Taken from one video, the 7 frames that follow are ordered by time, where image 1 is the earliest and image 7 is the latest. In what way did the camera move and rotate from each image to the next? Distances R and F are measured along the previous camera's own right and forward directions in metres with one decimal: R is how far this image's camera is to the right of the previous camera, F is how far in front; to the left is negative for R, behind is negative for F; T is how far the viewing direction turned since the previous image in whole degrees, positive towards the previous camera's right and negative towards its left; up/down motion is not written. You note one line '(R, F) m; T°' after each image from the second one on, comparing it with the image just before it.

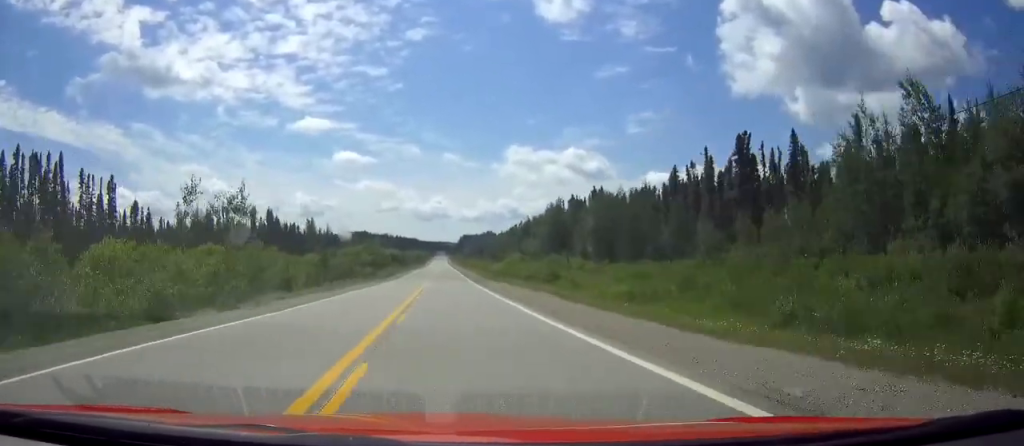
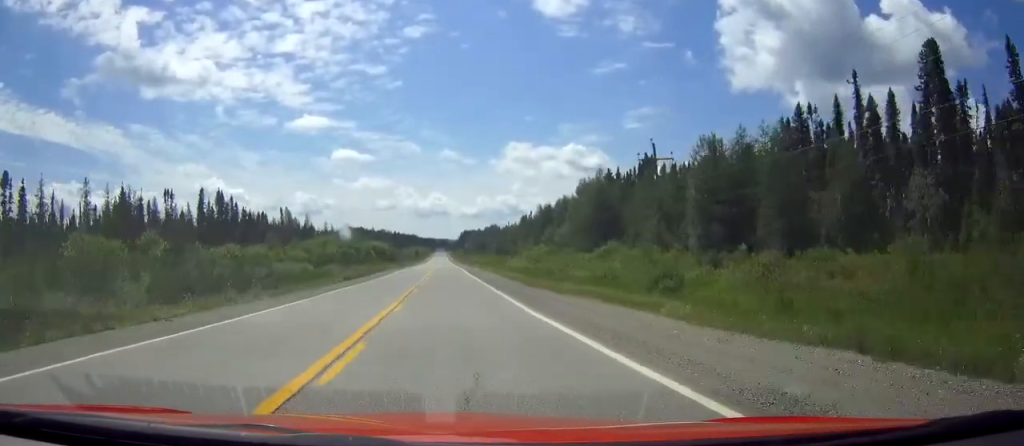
(+0.2, +33.9) m; +1°
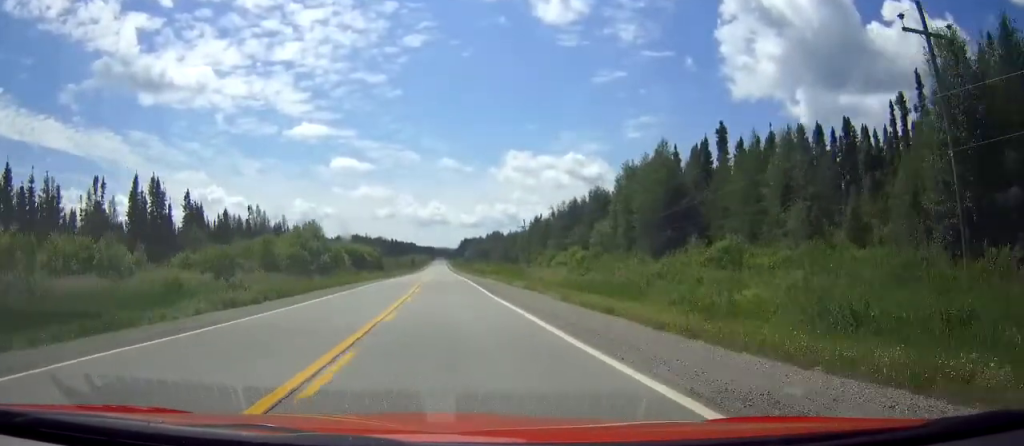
(+0.1, +27.6) m; 0°
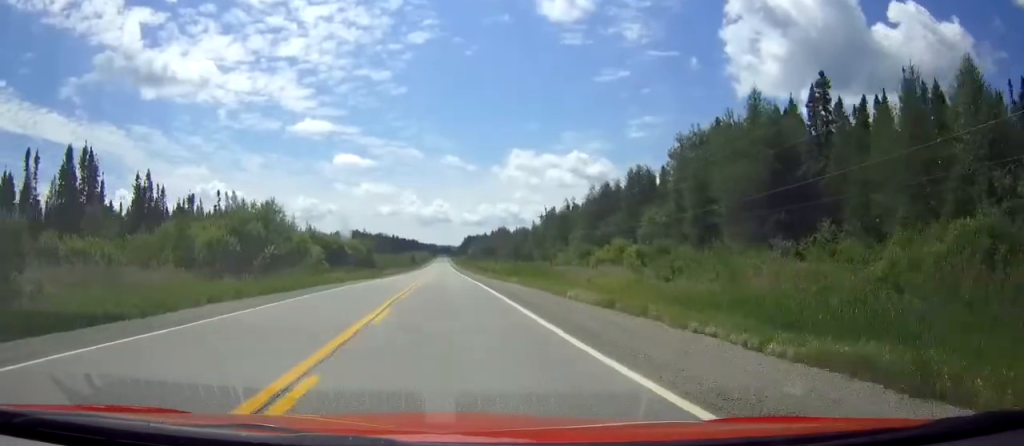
(0.0, +20.2) m; 0°
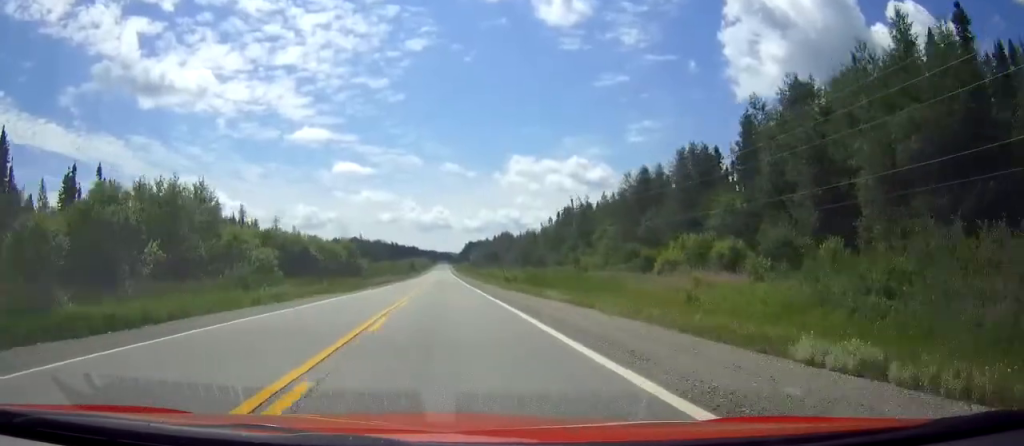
(-0.1, +18.1) m; 0°
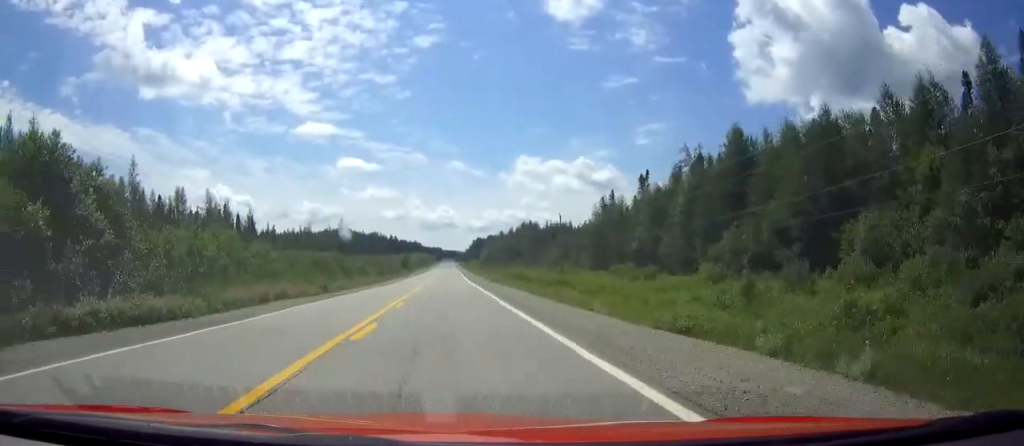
(-0.3, +73.4) m; 0°
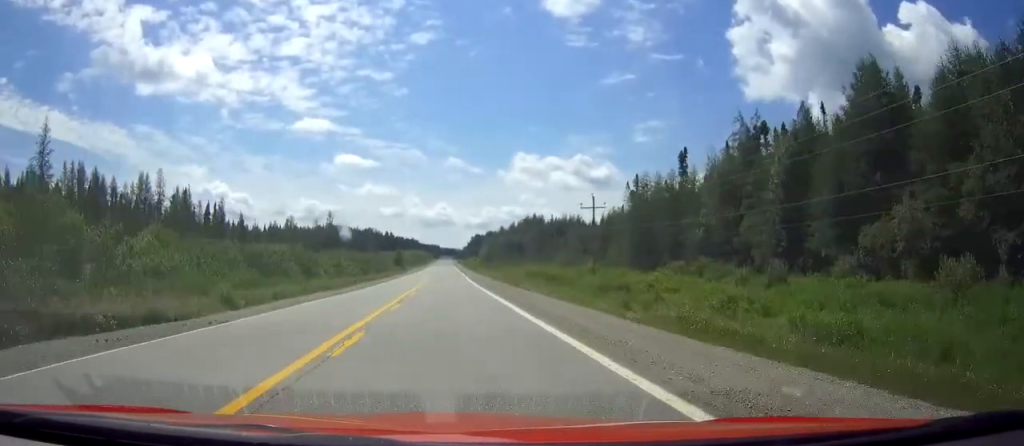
(0.0, +20.1) m; 0°
